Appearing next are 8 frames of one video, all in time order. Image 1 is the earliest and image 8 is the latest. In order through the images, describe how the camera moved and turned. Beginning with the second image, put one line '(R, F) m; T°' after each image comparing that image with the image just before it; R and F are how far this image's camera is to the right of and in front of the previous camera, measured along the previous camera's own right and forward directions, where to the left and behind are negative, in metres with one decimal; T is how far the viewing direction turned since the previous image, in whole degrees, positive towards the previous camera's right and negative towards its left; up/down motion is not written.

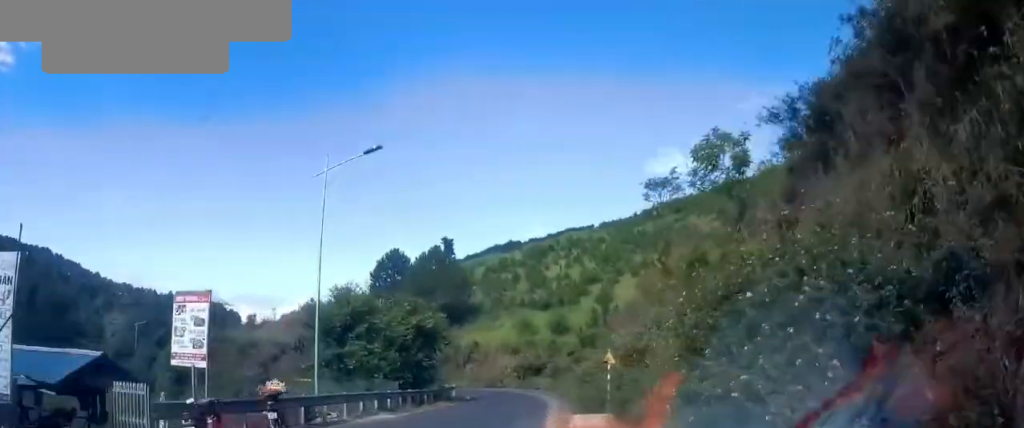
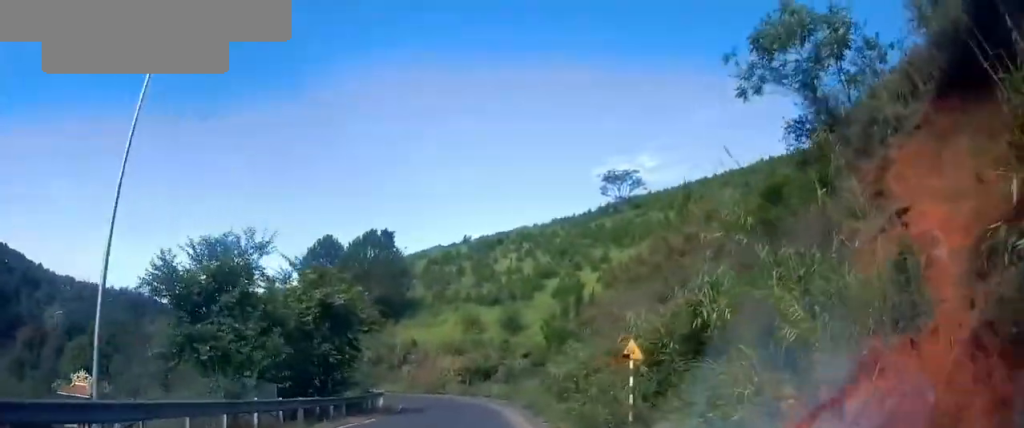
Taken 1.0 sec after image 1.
(+0.3, +8.9) m; +7°
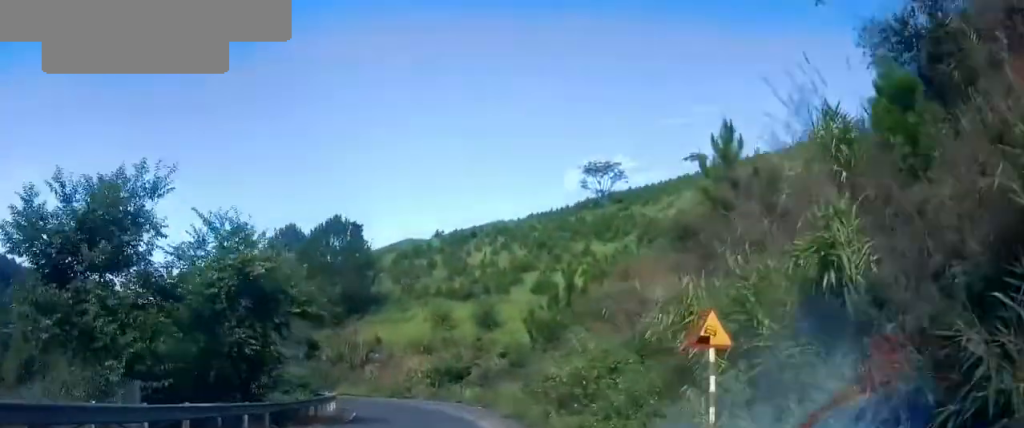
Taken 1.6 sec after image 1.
(+0.5, +5.5) m; +3°
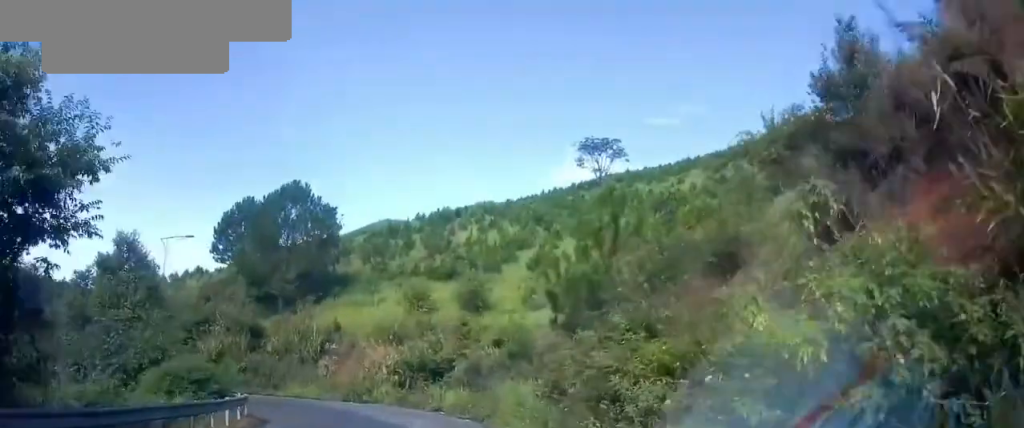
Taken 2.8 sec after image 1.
(+0.1, +10.9) m; -7°
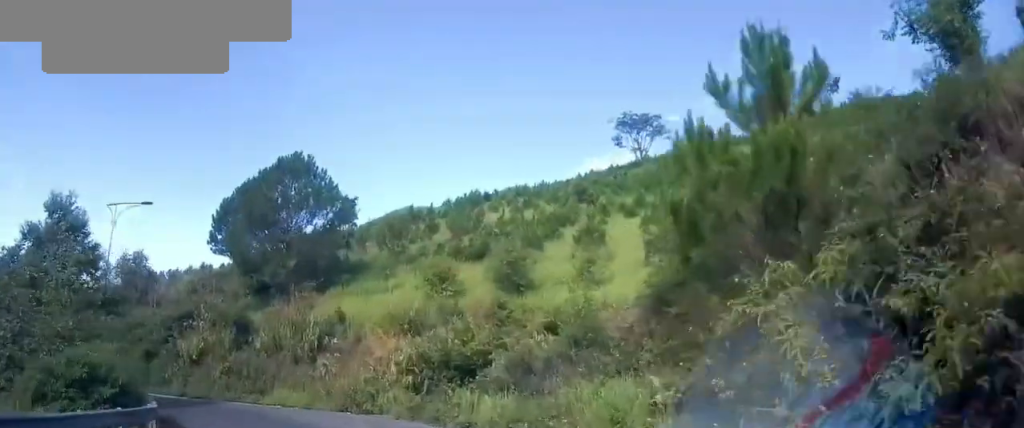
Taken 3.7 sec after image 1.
(-1.1, +7.9) m; +5°
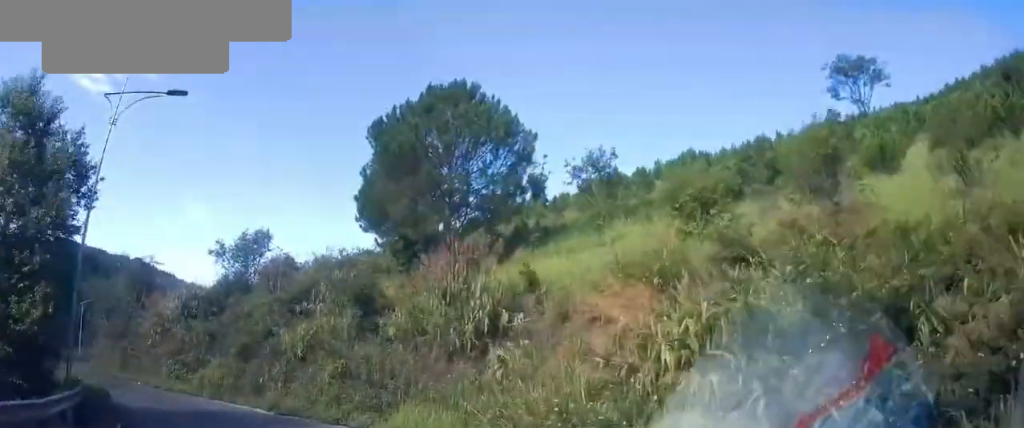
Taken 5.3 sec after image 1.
(+1.7, +11.1) m; -8°
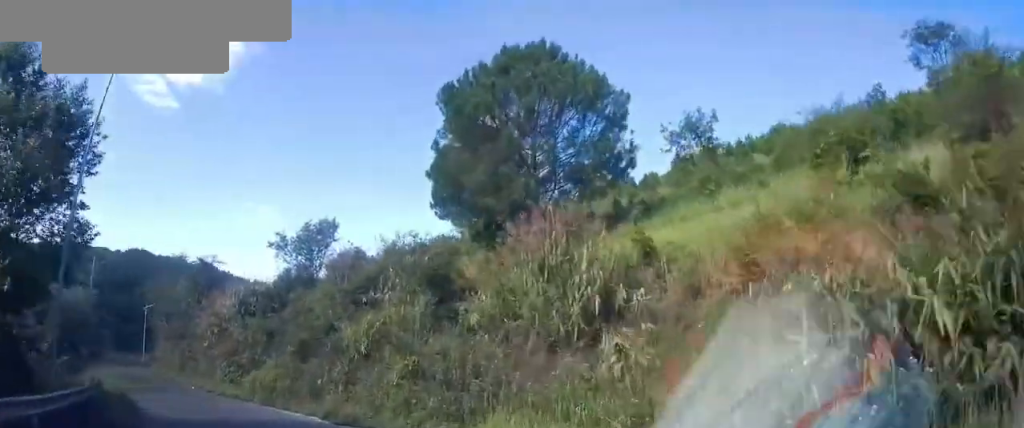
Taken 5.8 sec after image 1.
(+0.1, +4.0) m; -16°
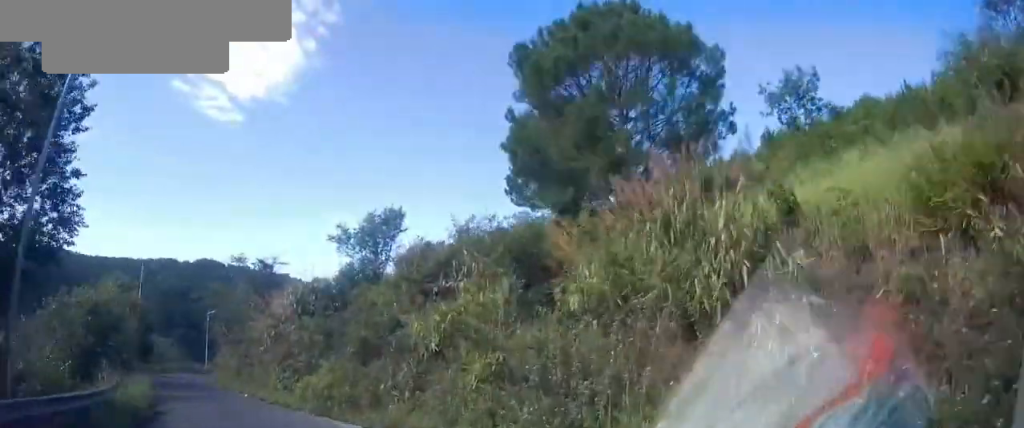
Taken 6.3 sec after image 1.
(-1.0, +3.3) m; -10°
